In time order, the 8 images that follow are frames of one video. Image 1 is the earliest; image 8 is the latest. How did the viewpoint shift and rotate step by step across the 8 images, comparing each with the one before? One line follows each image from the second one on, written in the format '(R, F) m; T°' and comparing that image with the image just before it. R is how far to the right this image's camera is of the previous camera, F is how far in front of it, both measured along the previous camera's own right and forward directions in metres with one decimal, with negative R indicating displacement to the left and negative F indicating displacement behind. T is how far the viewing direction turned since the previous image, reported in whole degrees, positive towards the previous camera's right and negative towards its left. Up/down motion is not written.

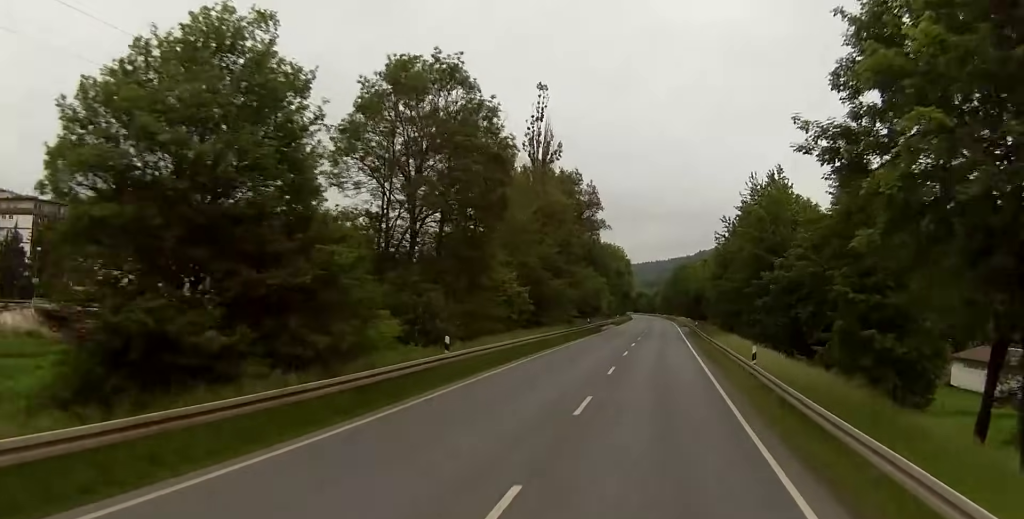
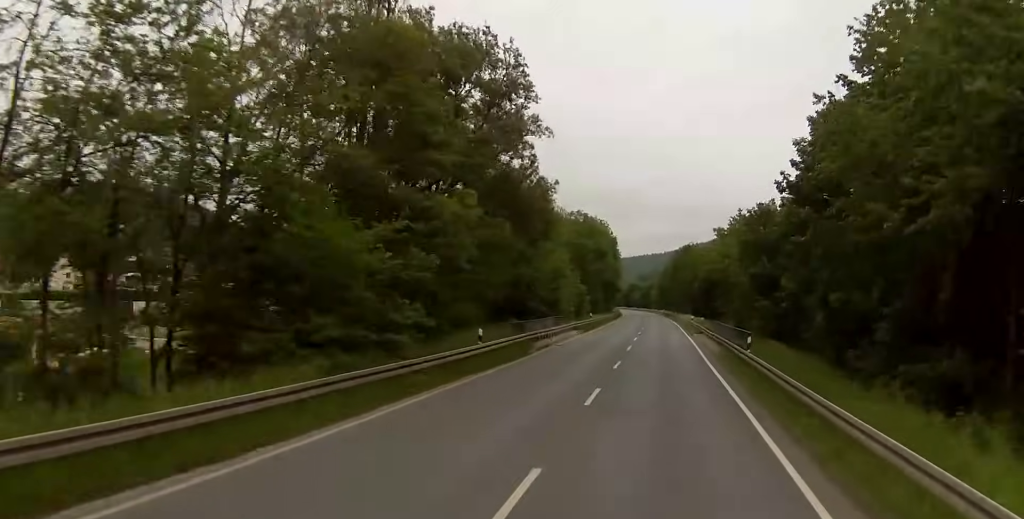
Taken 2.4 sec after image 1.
(+0.2, +46.5) m; +1°
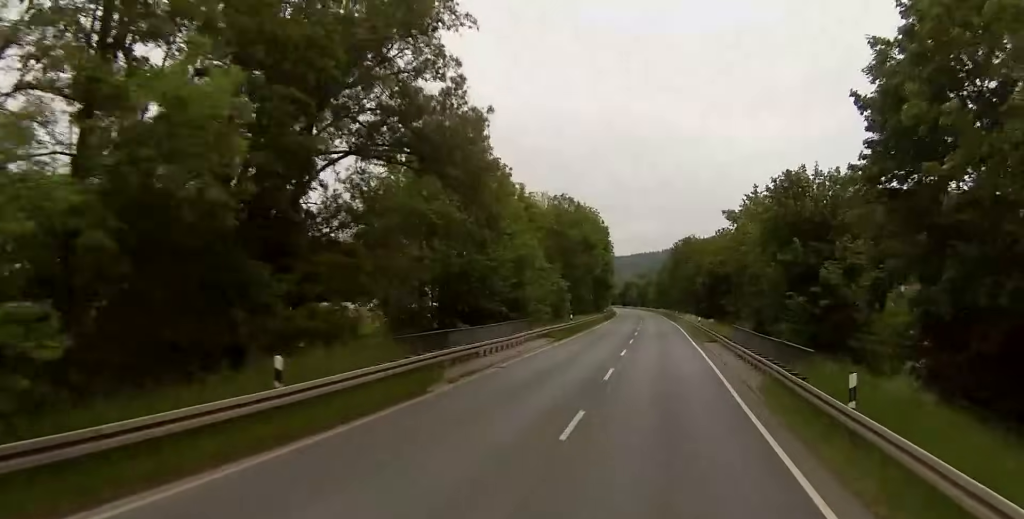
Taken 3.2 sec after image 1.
(+0.1, +17.1) m; 0°
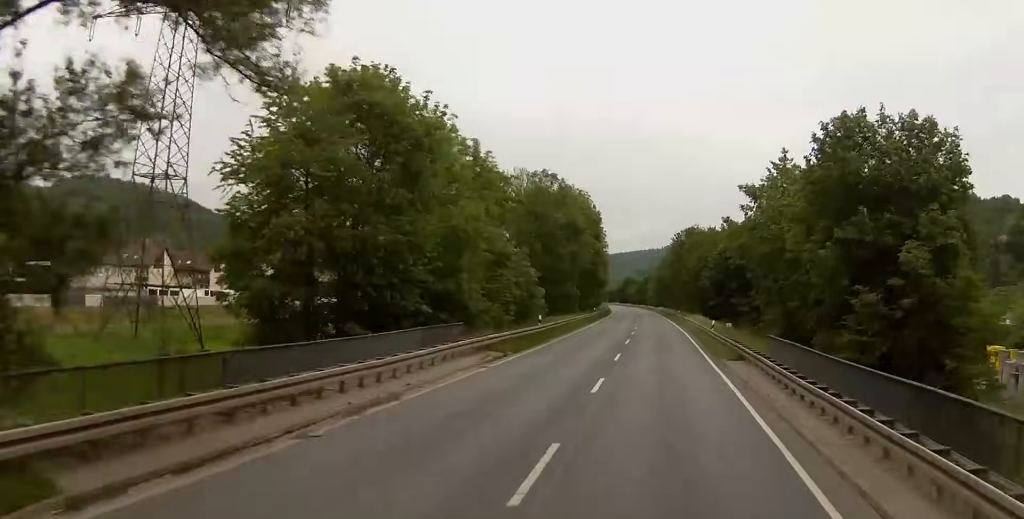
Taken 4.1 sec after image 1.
(0.0, +17.1) m; -1°
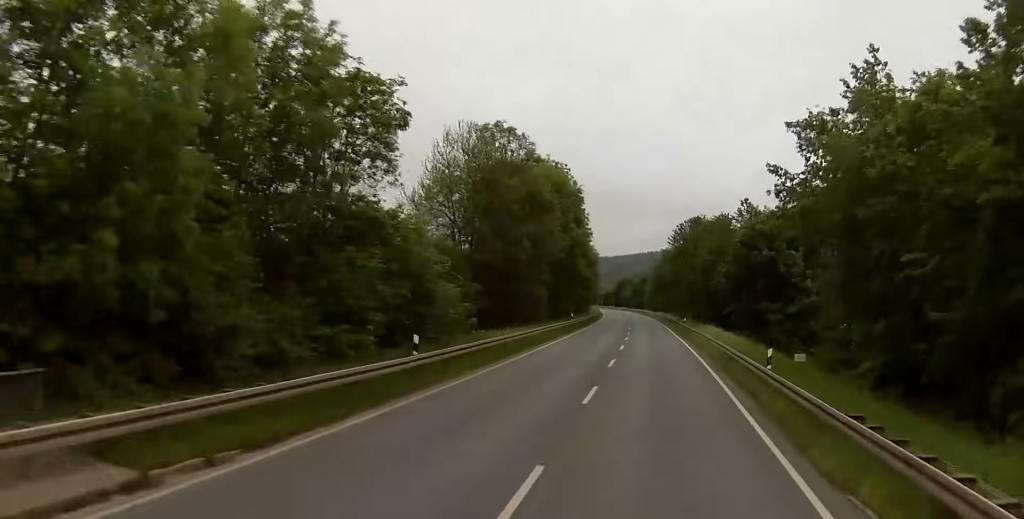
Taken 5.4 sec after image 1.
(-0.4, +24.9) m; -1°
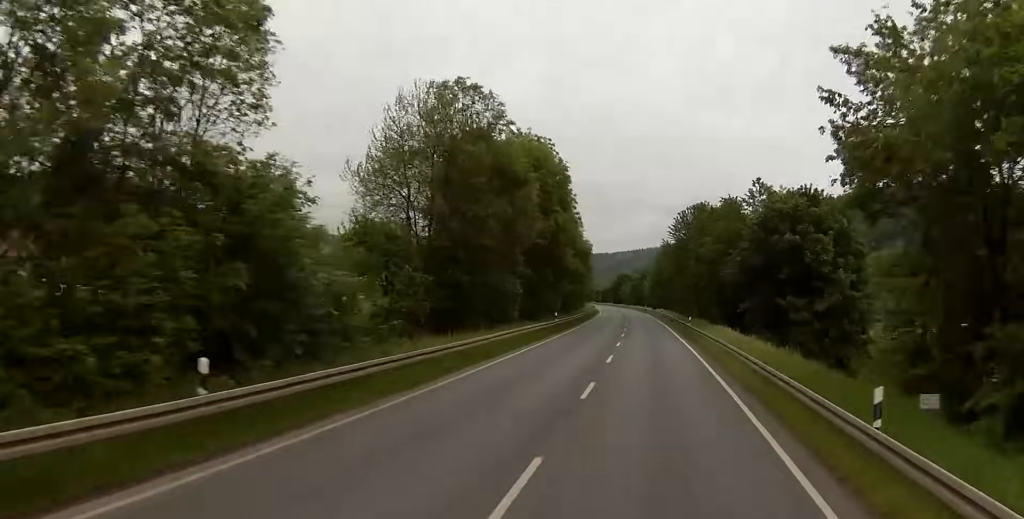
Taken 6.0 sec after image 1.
(+0.1, +11.8) m; +1°
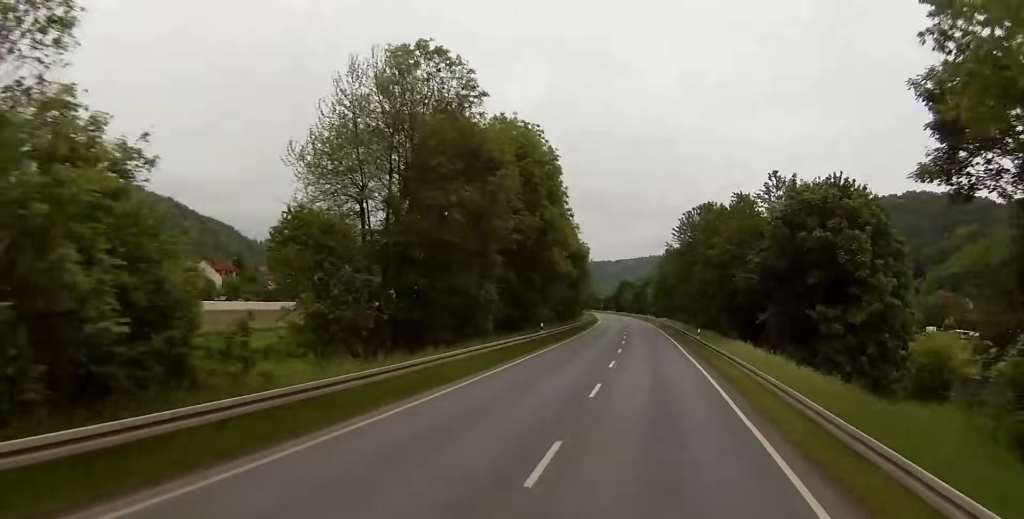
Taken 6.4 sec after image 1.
(+0.1, +9.2) m; +1°
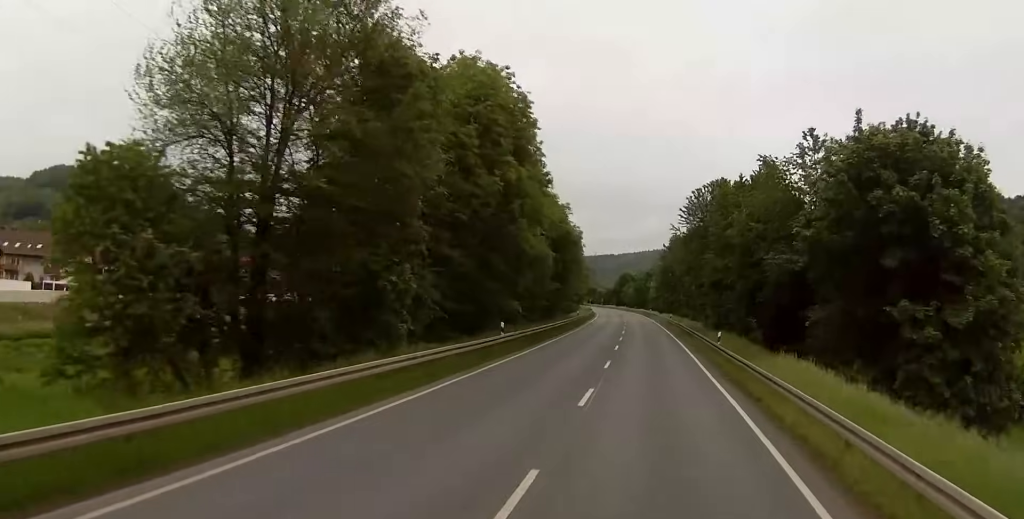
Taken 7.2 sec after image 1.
(+0.1, +15.0) m; 0°
